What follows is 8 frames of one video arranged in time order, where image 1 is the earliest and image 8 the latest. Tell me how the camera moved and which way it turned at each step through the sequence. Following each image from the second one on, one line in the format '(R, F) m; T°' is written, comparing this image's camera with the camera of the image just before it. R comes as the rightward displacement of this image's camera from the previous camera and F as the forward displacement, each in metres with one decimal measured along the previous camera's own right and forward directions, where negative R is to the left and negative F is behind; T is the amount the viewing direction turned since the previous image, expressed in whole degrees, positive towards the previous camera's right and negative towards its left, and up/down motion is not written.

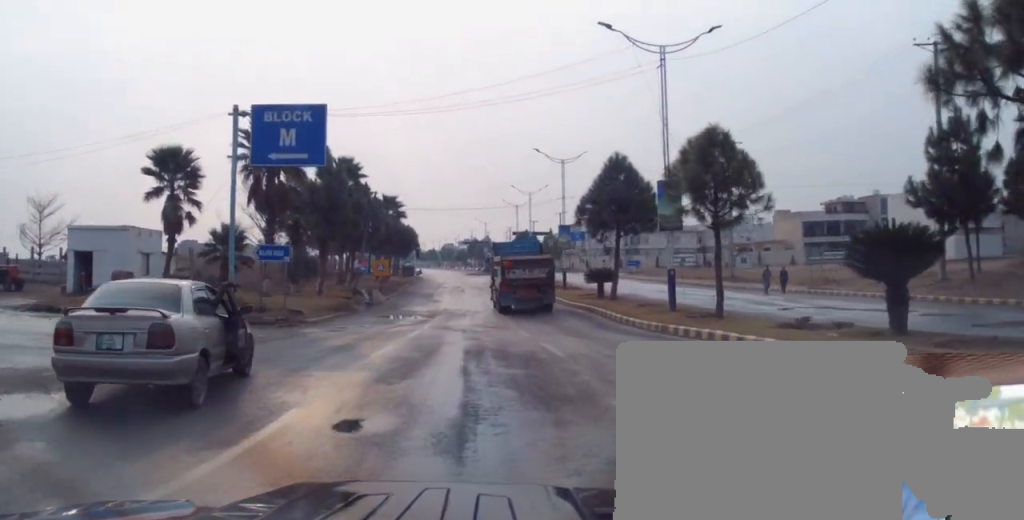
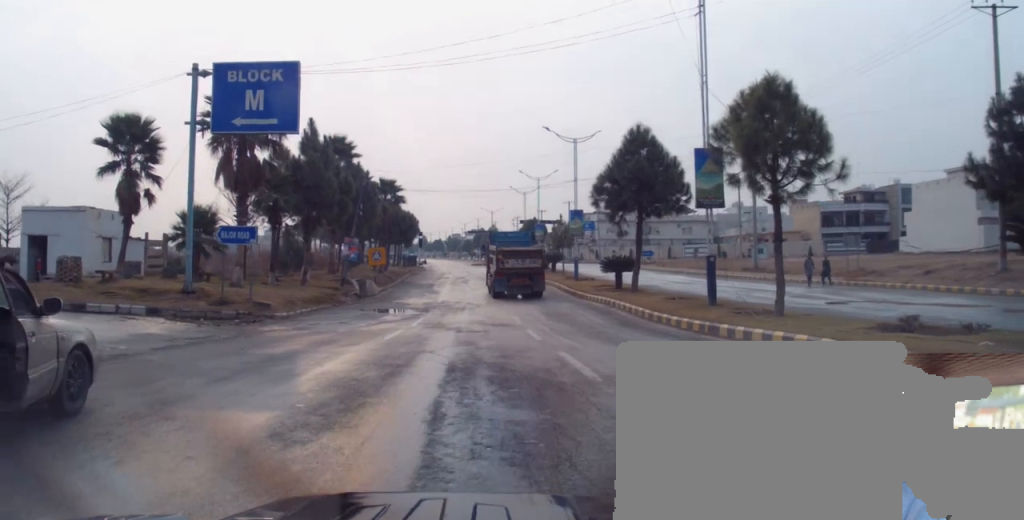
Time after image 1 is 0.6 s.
(-0.3, +4.6) m; -3°
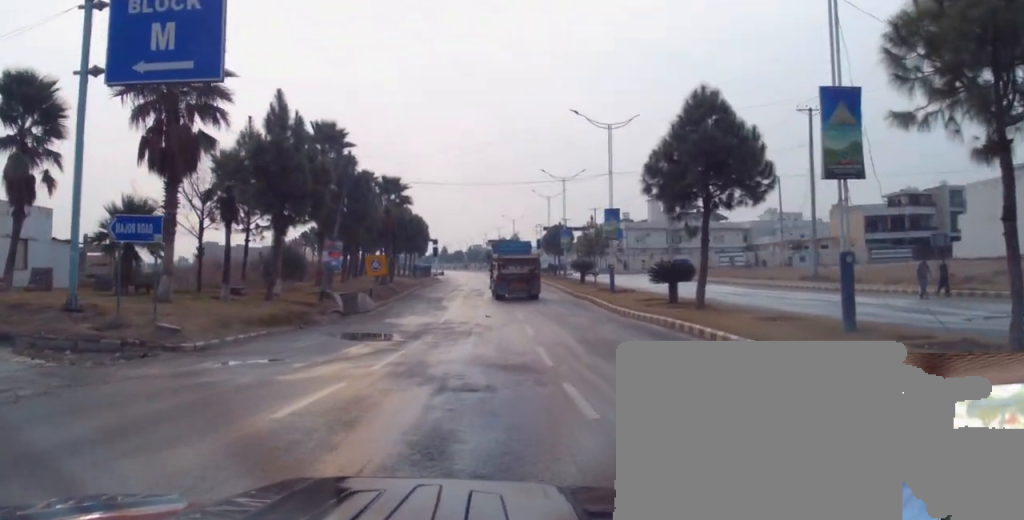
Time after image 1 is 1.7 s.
(-0.3, +8.4) m; -4°
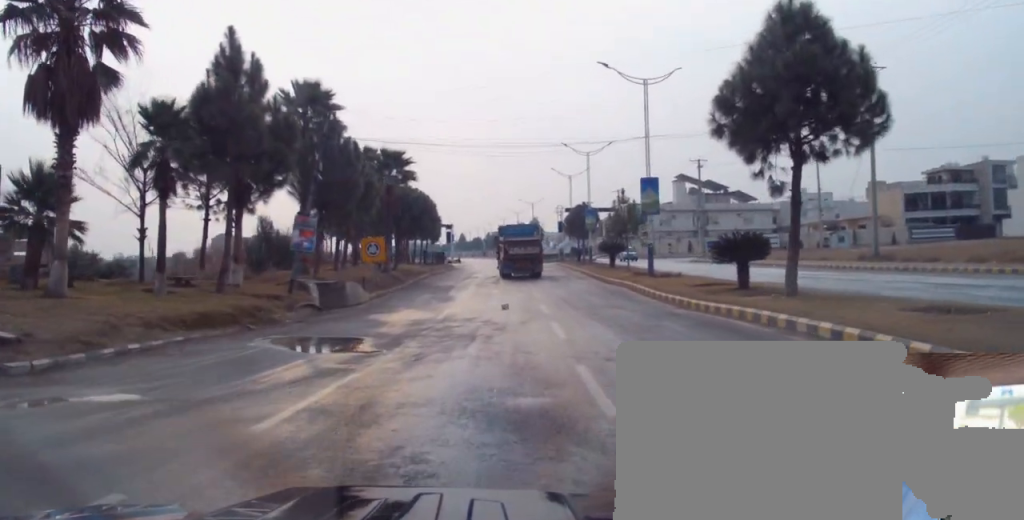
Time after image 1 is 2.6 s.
(-0.2, +6.8) m; -1°
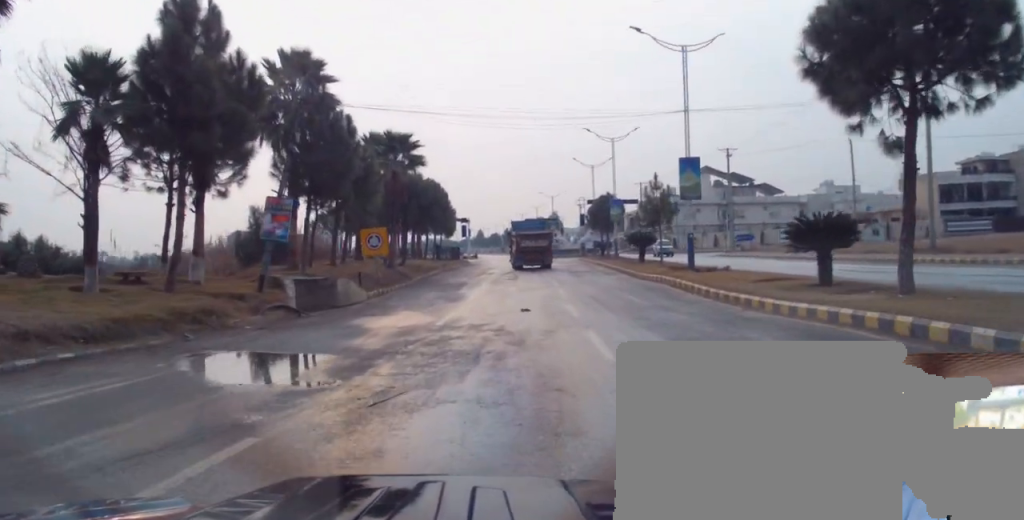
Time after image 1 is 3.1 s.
(-0.1, +4.6) m; 0°
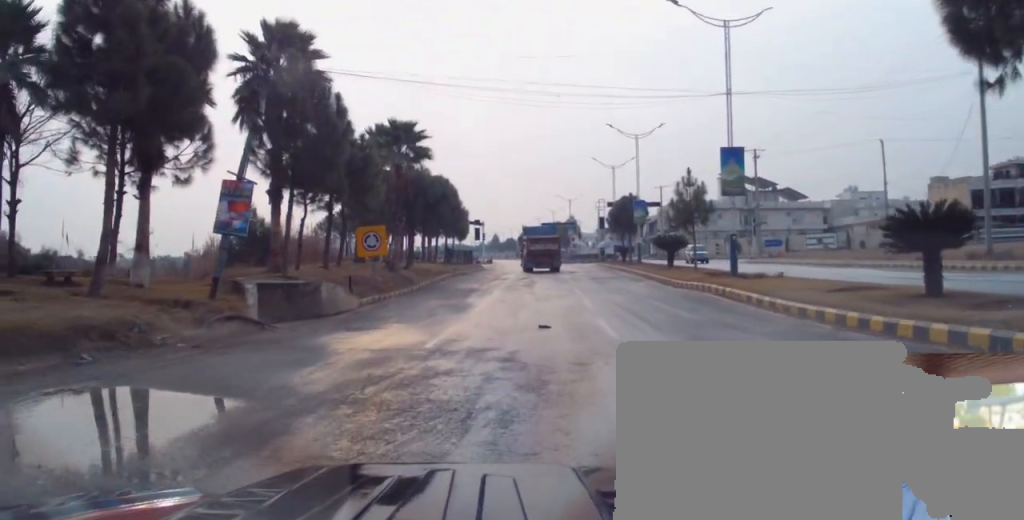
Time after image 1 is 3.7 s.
(+0.2, +4.2) m; 0°
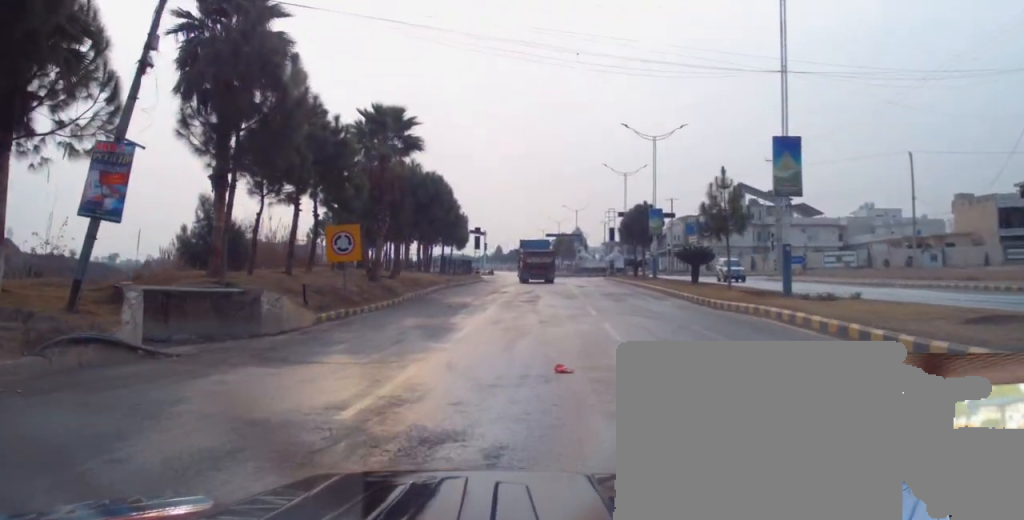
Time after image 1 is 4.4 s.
(0.0, +5.5) m; 0°
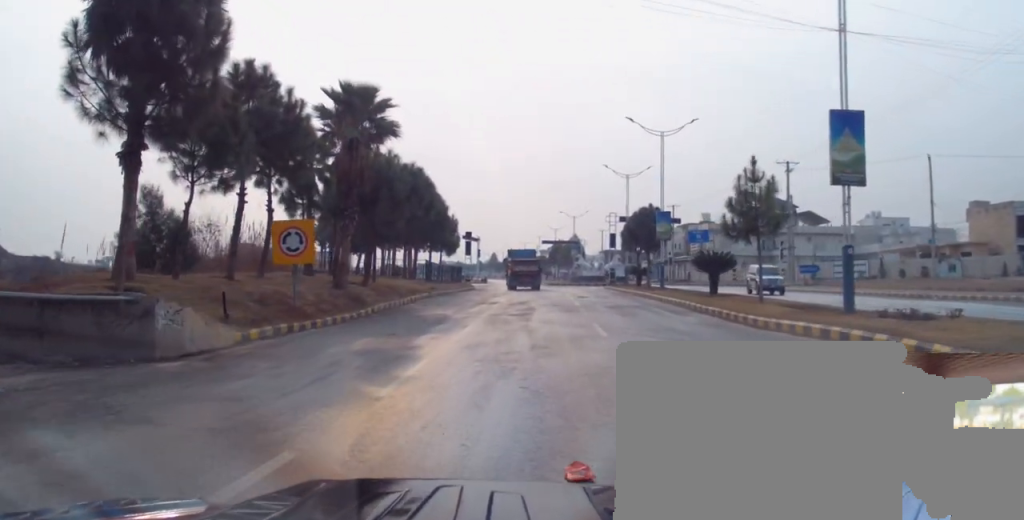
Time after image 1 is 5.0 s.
(-0.2, +5.0) m; 0°
